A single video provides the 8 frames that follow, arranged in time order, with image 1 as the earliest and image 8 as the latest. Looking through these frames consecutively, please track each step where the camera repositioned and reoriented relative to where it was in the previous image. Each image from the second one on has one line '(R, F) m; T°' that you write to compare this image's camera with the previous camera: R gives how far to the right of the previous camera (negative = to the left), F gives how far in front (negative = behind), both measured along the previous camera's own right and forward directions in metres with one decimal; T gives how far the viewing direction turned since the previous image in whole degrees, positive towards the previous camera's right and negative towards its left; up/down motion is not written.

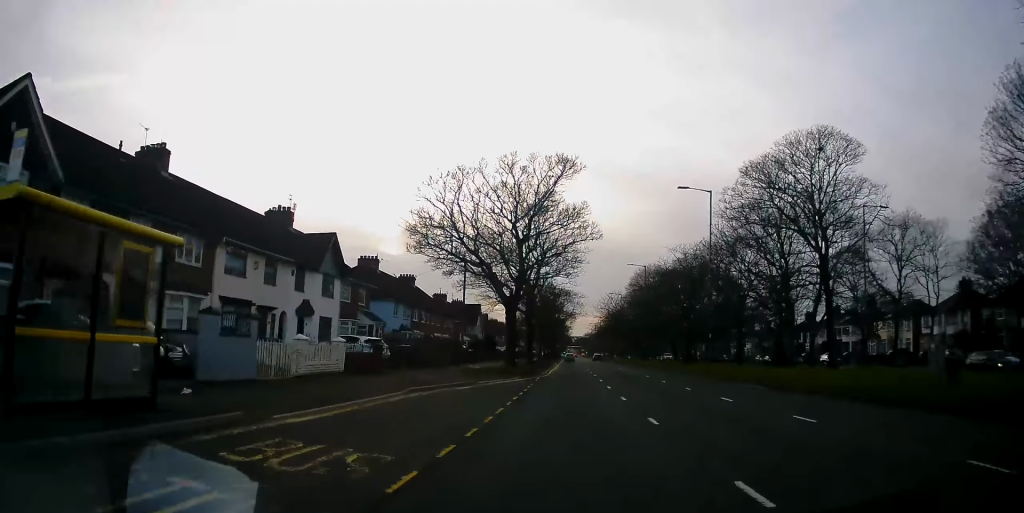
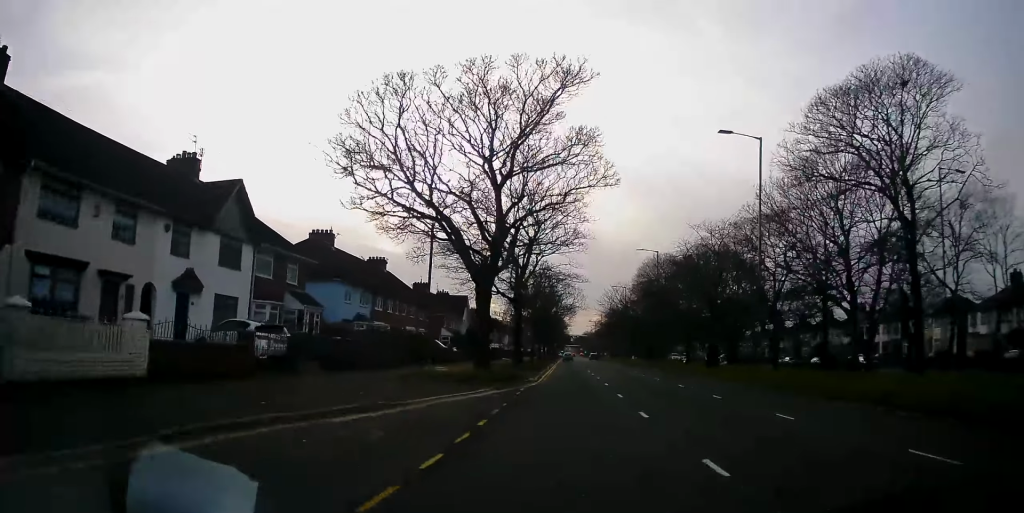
(0.0, +10.2) m; +1°
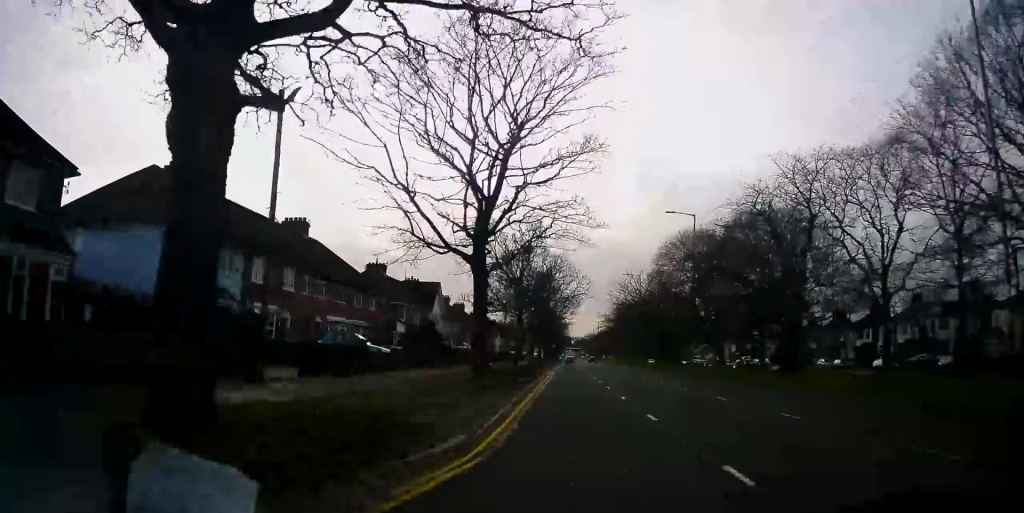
(+0.5, +17.5) m; +3°
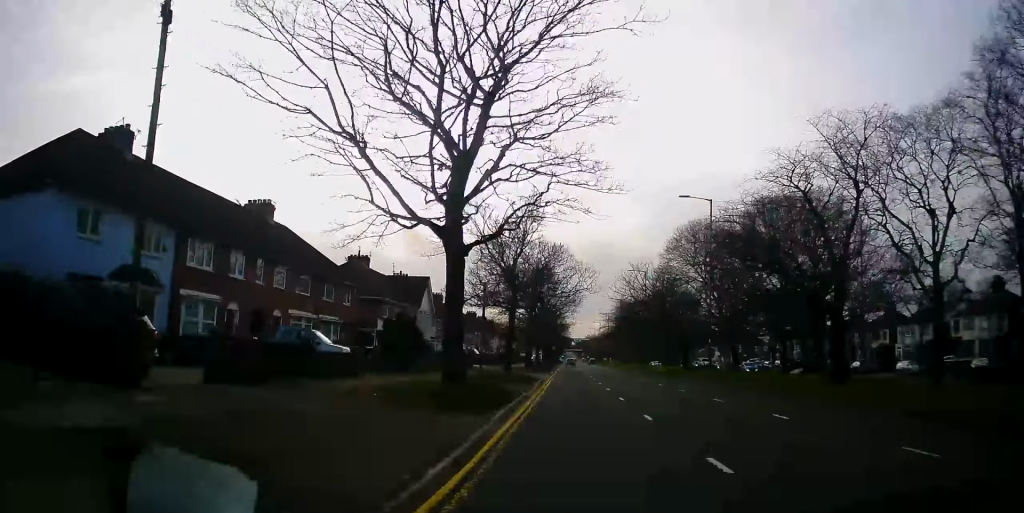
(0.0, +5.1) m; 0°
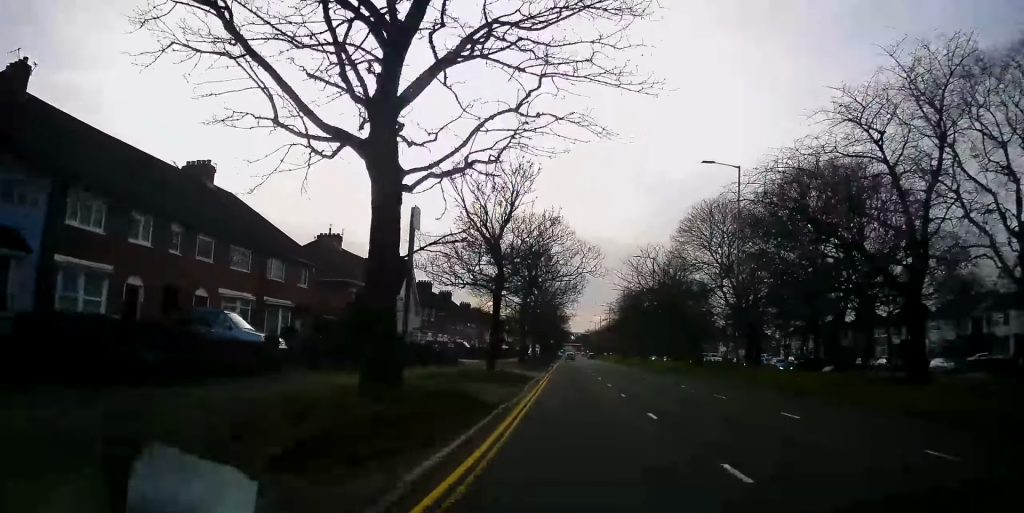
(0.0, +6.5) m; -1°
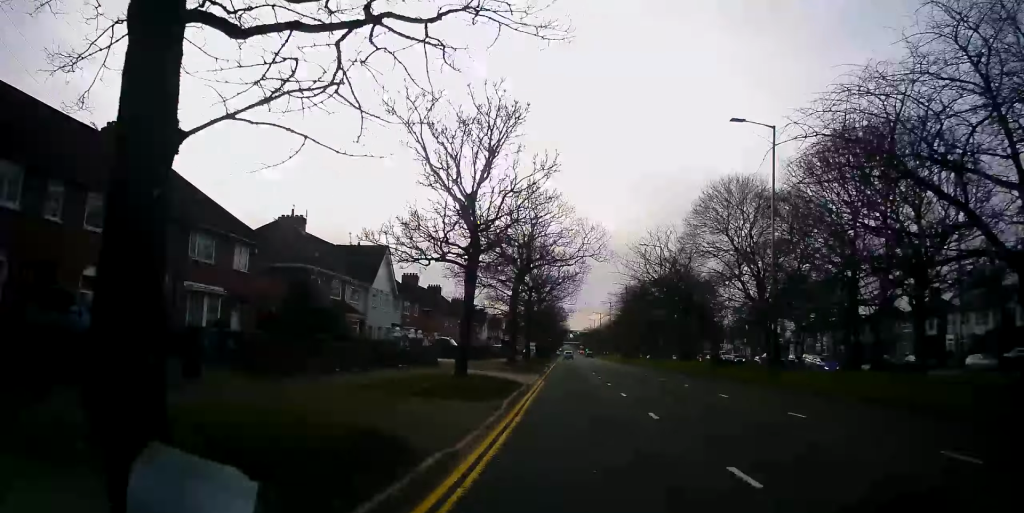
(0.0, +6.2) m; -1°
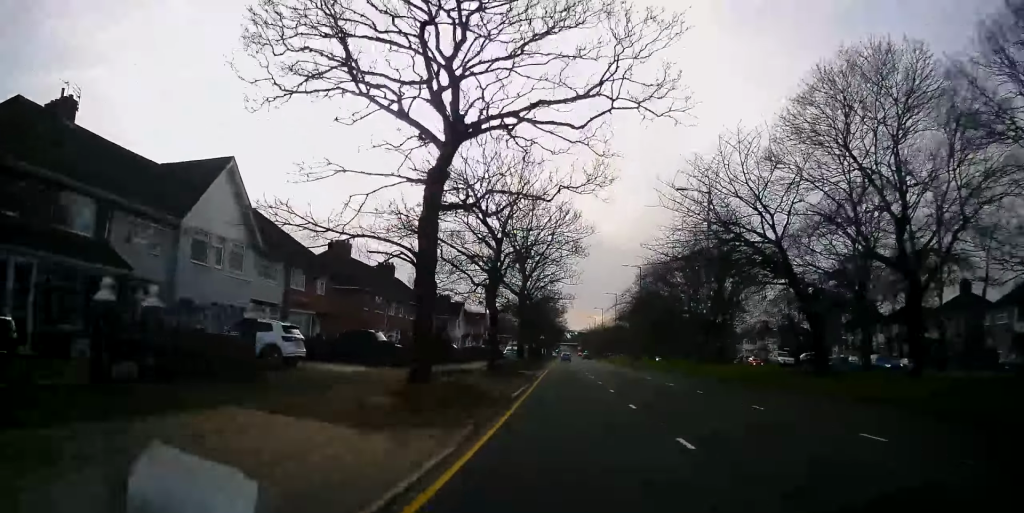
(-0.2, +21.3) m; 0°
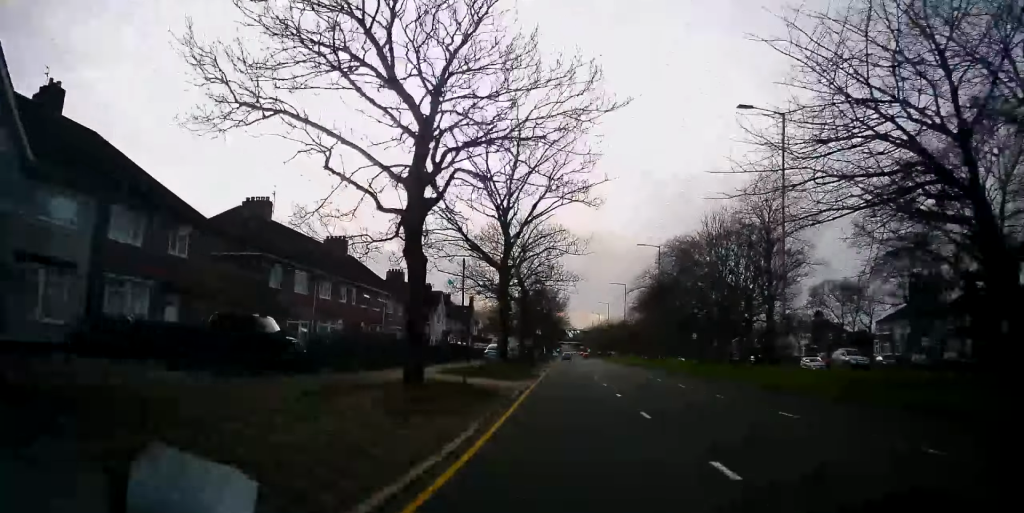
(0.0, +14.0) m; +1°
